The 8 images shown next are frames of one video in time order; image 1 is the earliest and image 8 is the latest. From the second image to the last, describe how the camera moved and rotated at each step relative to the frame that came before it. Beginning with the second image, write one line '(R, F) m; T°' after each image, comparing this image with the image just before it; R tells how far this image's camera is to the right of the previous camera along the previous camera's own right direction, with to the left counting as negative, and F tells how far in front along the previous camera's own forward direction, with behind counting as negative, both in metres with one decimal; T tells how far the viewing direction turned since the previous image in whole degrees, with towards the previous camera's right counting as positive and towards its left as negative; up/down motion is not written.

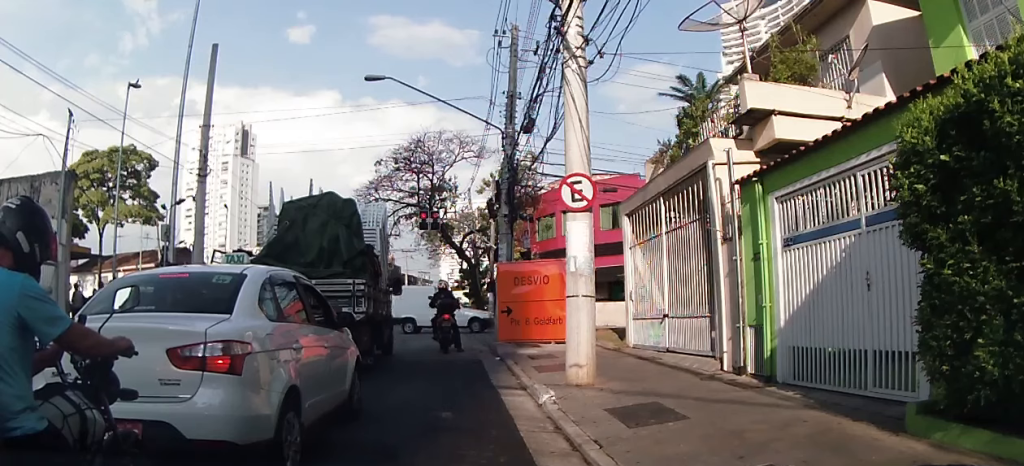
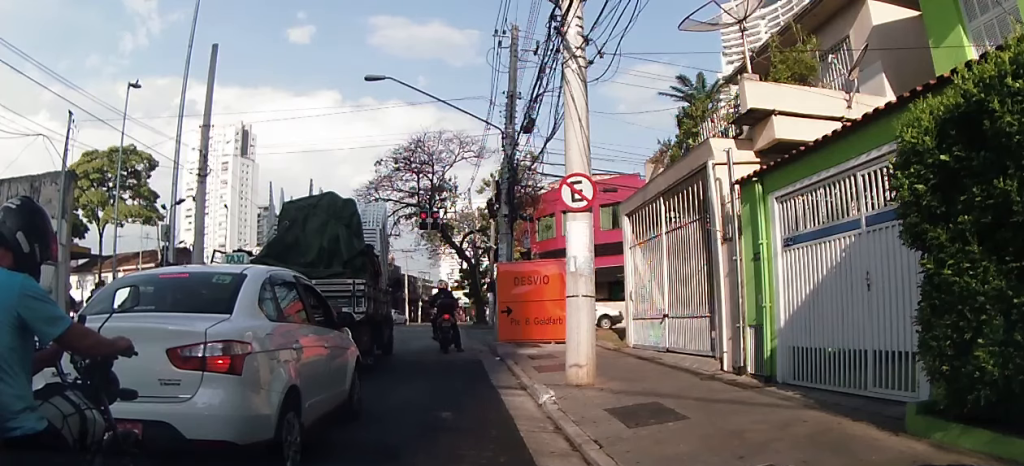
(0.0, 0.0) m; 0°
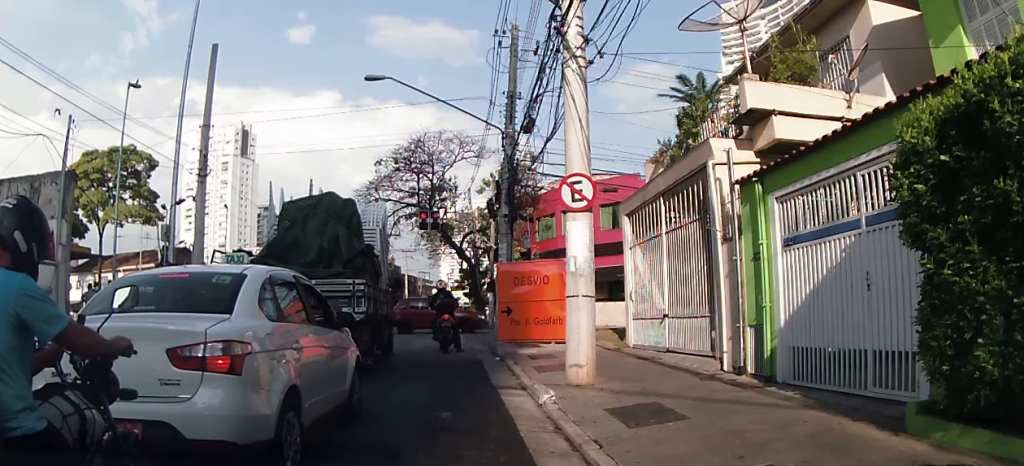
(0.0, 0.0) m; 0°
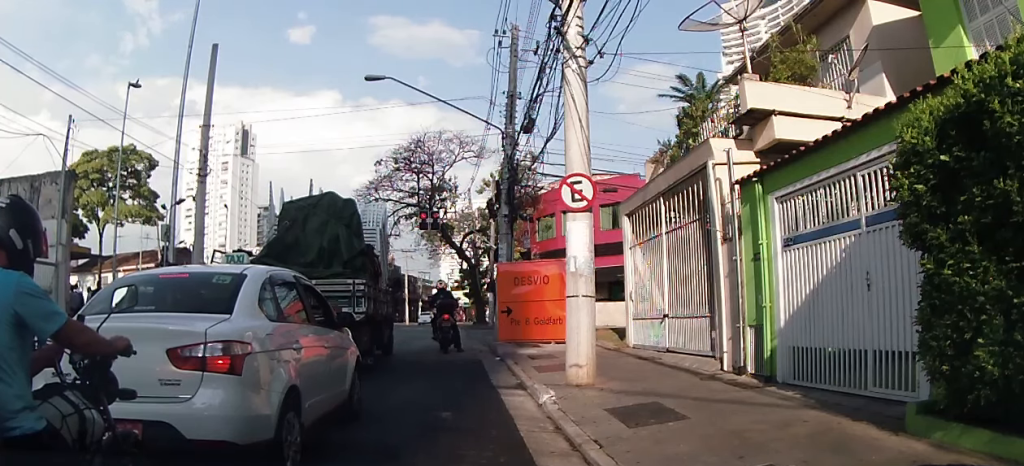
(0.0, 0.0) m; 0°
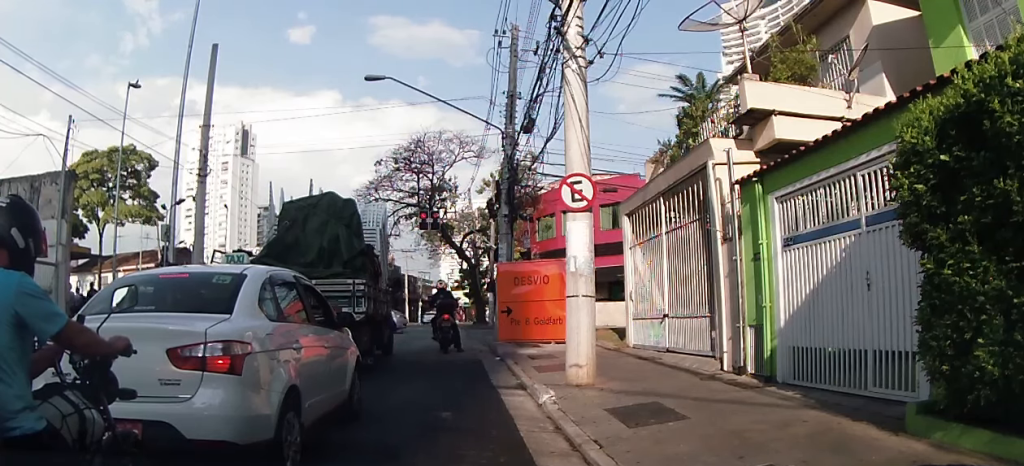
(0.0, 0.0) m; 0°
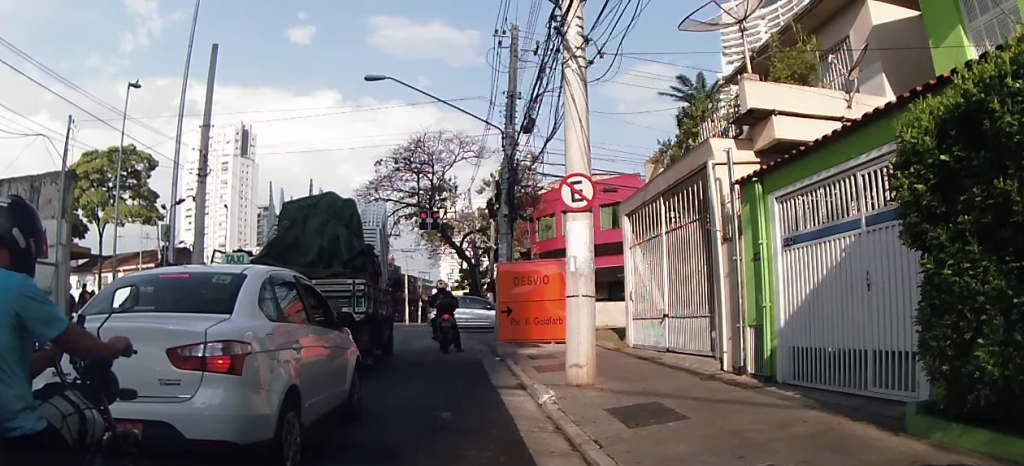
(0.0, 0.0) m; 0°
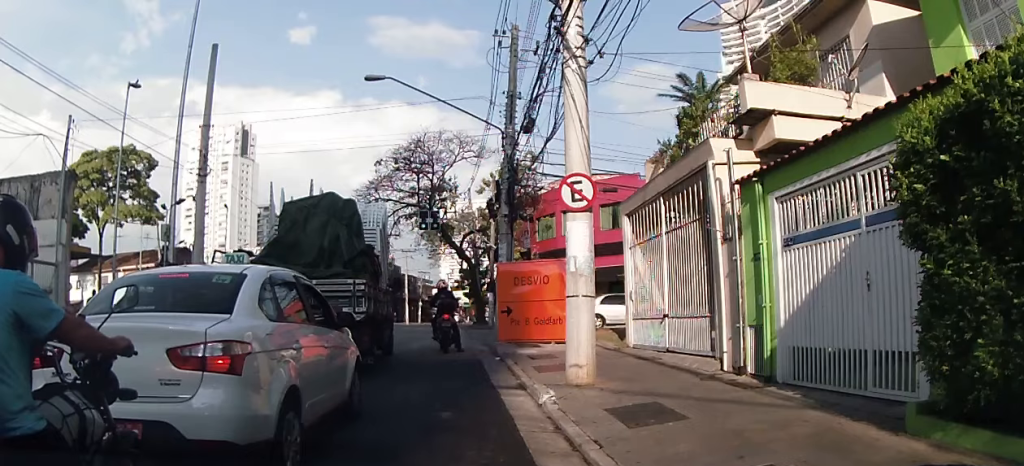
(0.0, 0.0) m; 0°
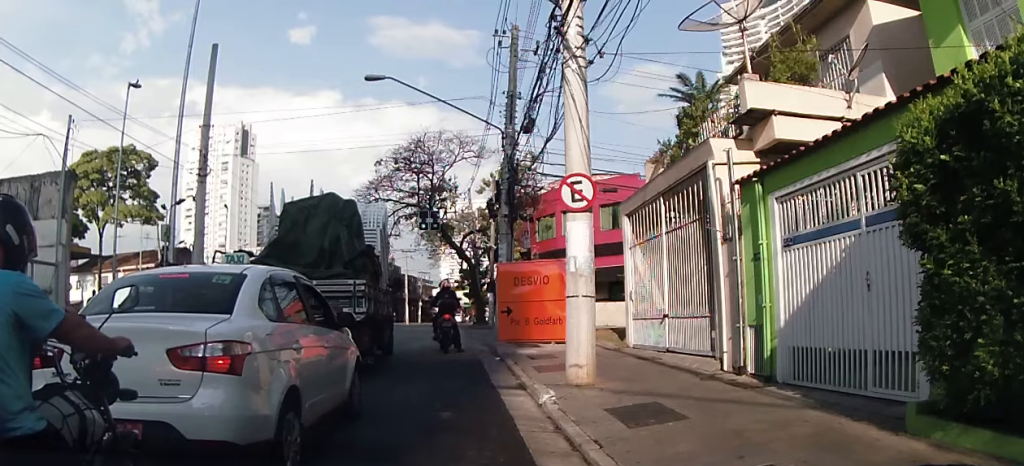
(0.0, 0.0) m; 0°
